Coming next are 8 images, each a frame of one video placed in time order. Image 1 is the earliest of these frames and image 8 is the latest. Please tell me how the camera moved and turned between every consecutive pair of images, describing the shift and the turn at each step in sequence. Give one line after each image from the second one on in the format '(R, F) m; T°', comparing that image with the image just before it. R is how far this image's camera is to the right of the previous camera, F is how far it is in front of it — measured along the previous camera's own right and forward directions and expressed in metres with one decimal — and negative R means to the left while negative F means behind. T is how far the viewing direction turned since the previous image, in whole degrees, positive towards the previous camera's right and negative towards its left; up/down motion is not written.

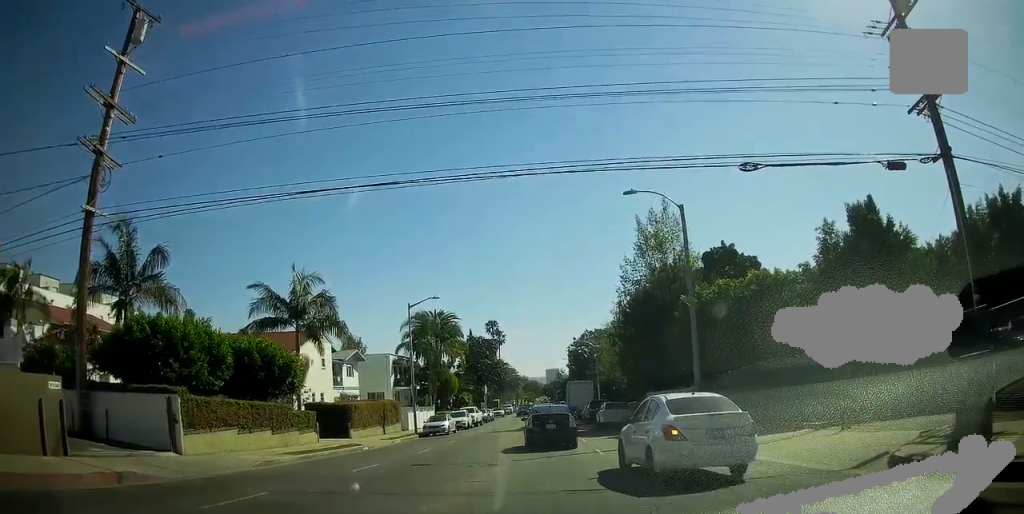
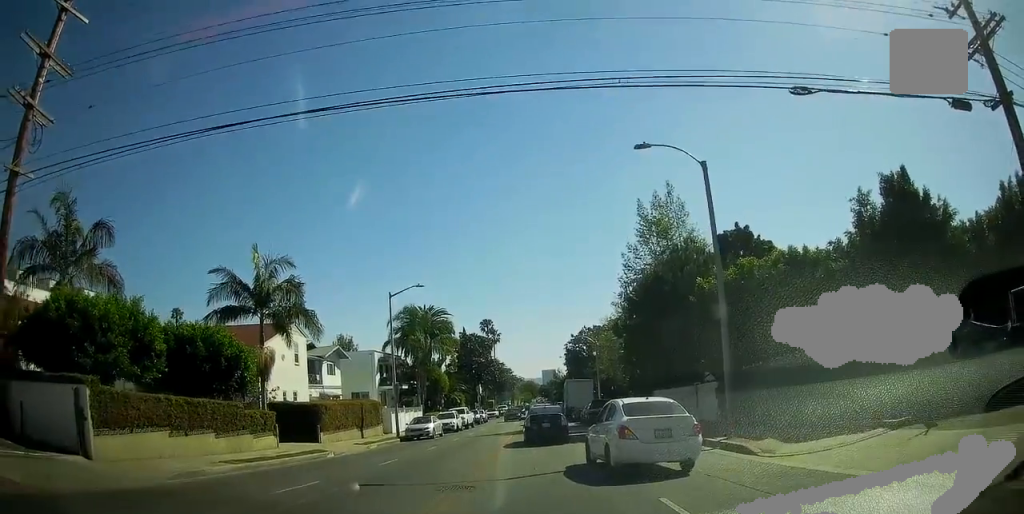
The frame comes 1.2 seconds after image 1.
(0.0, +5.9) m; 0°
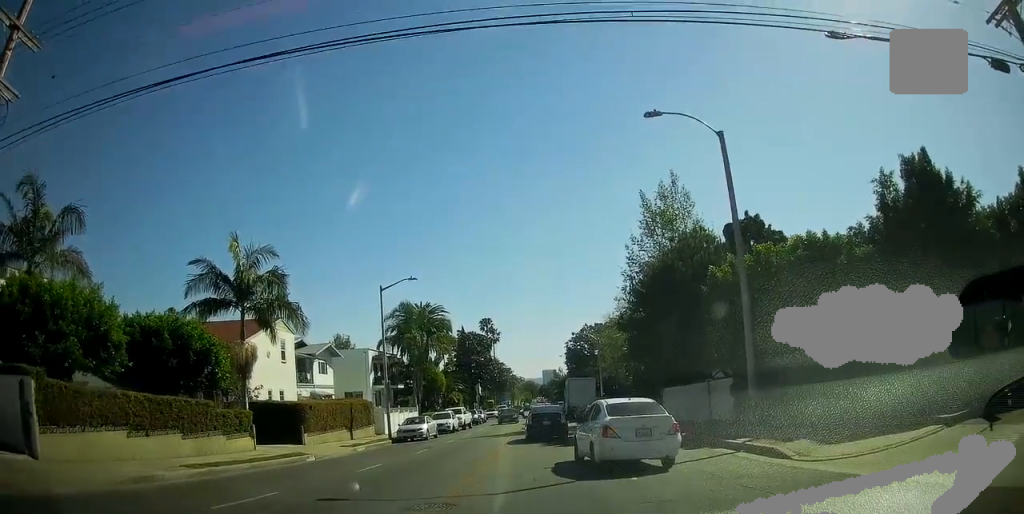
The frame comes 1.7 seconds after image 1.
(0.0, +2.6) m; 0°
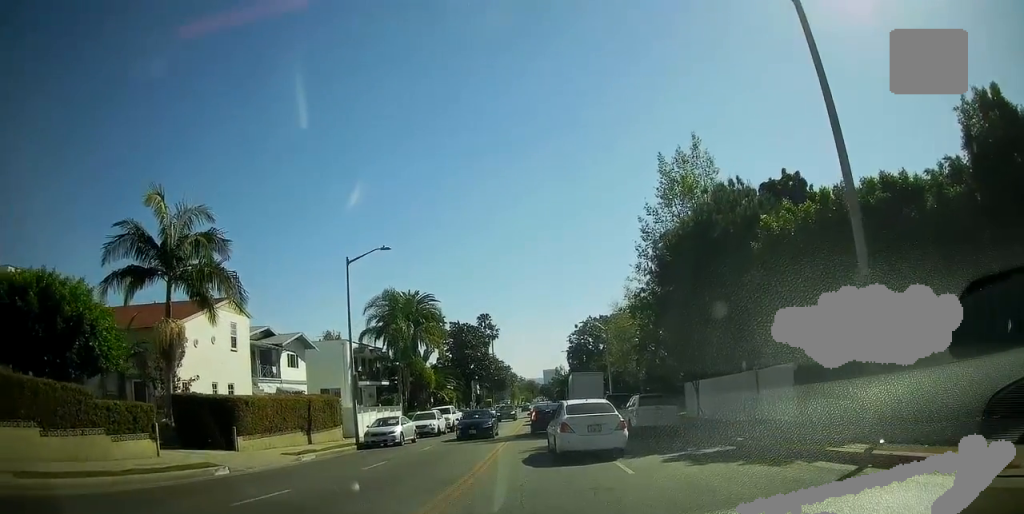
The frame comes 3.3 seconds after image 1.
(0.0, +7.7) m; 0°
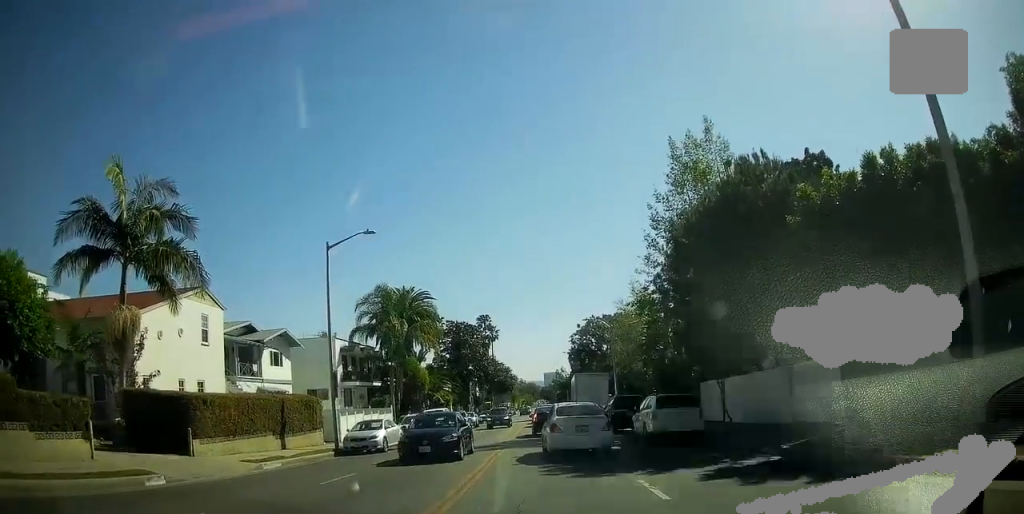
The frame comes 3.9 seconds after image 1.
(0.0, +3.2) m; 0°
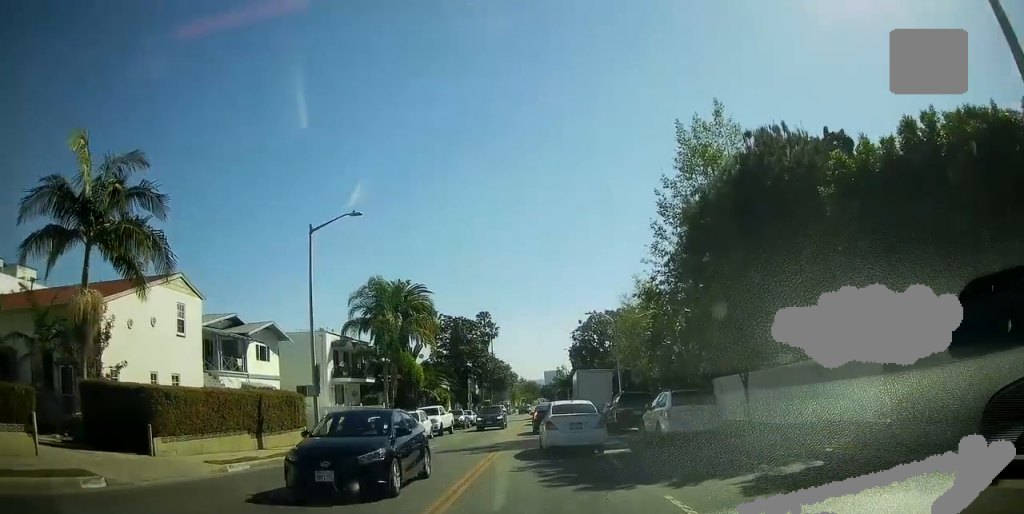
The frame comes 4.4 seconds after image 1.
(0.0, +2.4) m; 0°
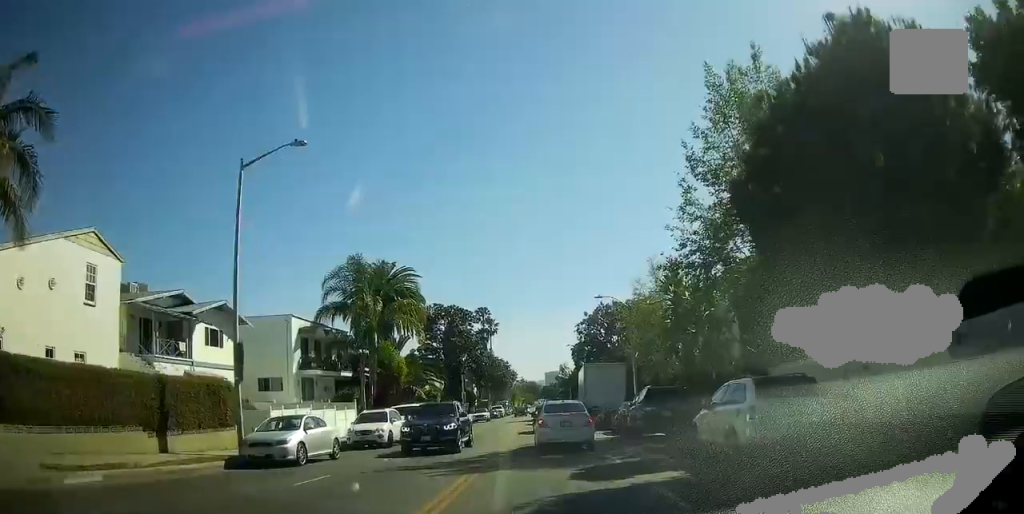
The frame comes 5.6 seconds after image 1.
(0.0, +6.3) m; 0°
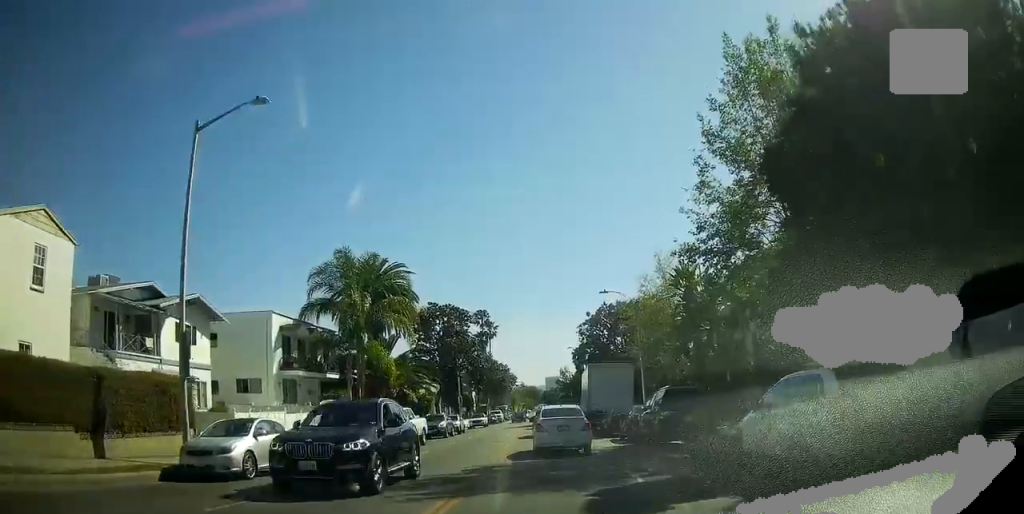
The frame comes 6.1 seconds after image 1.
(0.0, +2.6) m; 0°
